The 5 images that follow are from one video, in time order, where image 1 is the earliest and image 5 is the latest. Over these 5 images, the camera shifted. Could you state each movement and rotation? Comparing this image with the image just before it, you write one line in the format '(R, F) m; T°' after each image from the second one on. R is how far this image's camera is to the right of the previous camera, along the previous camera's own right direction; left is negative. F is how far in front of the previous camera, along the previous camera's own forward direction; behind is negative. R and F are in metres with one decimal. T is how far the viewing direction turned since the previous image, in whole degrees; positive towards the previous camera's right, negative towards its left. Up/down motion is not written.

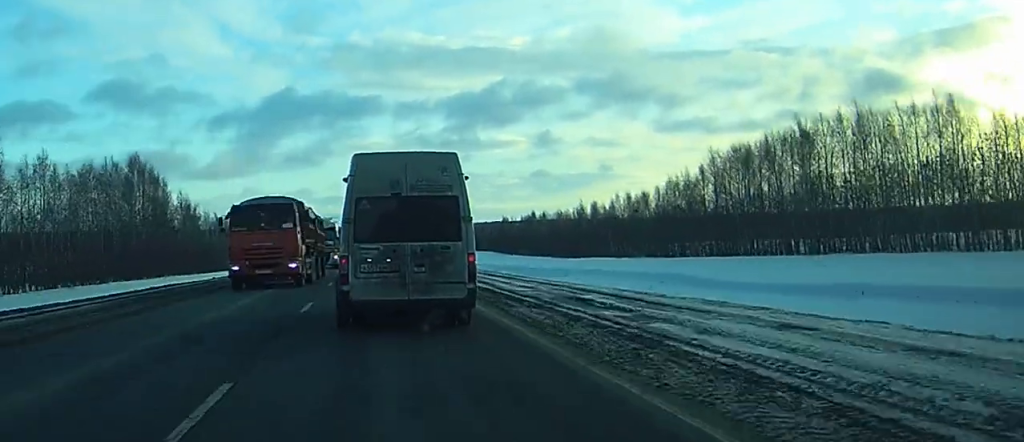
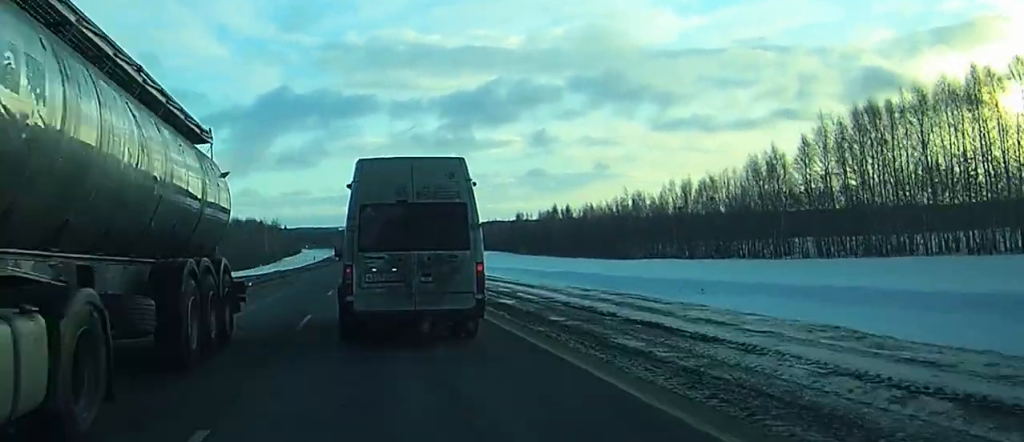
(-0.2, +38.0) m; -1°
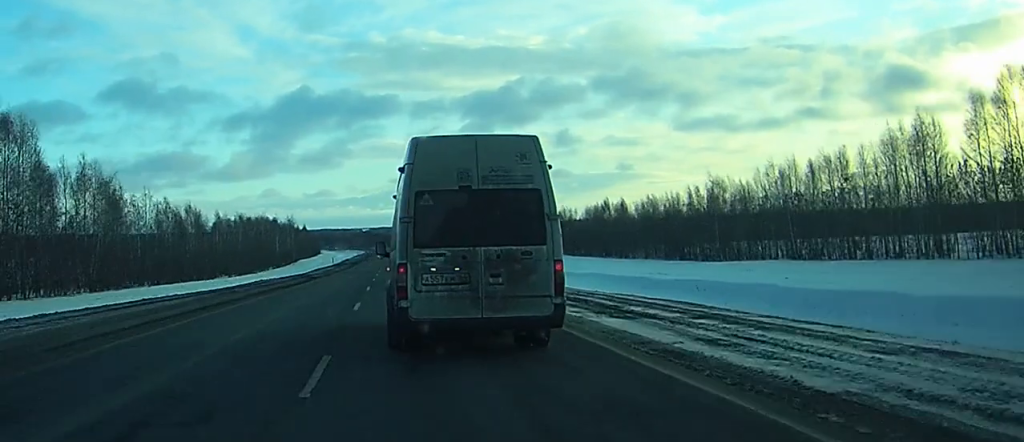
(-0.1, +31.2) m; -1°
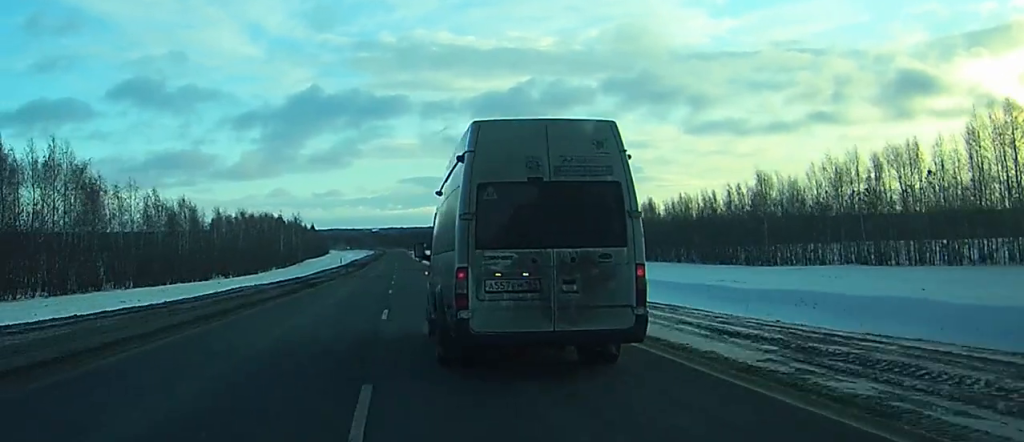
(0.0, +13.7) m; 0°
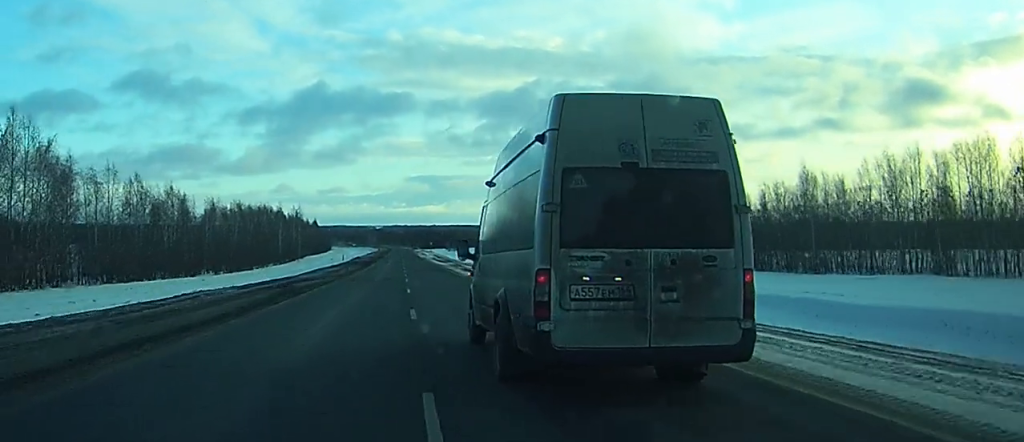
(-0.1, +12.4) m; 0°
